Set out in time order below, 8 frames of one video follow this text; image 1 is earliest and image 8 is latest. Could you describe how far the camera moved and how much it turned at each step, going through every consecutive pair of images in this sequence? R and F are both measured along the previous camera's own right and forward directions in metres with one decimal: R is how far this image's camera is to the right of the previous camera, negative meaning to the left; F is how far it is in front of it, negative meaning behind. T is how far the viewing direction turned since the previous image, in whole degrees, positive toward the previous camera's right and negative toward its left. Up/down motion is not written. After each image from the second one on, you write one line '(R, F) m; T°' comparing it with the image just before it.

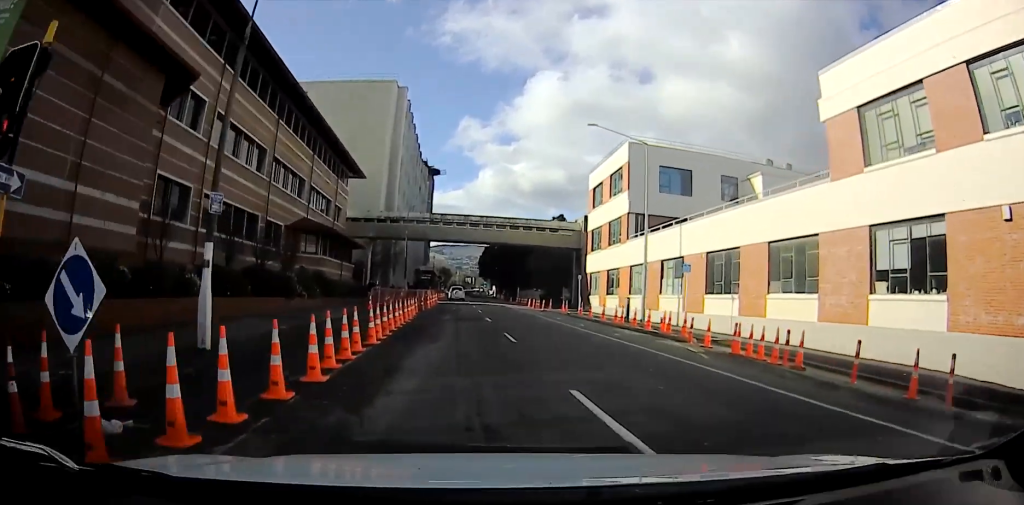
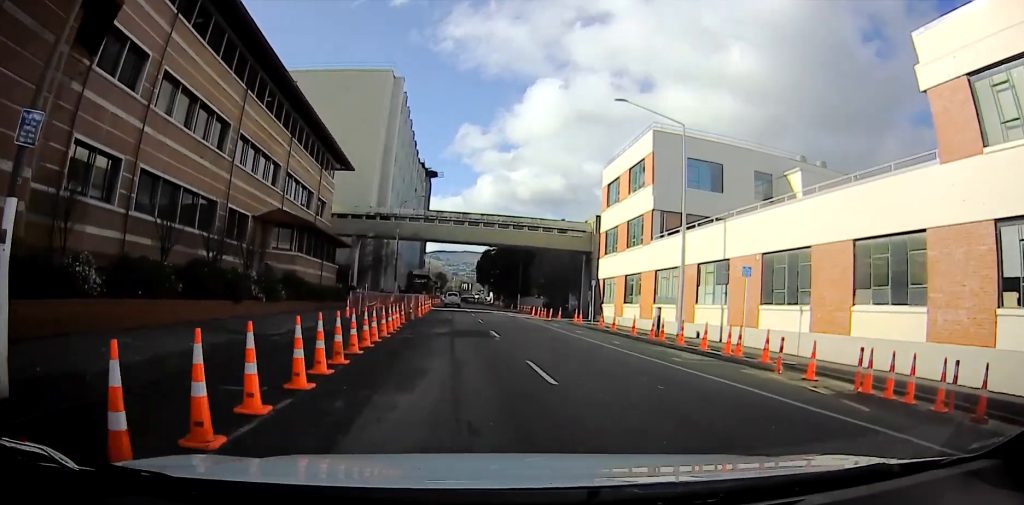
(0.0, +6.4) m; 0°
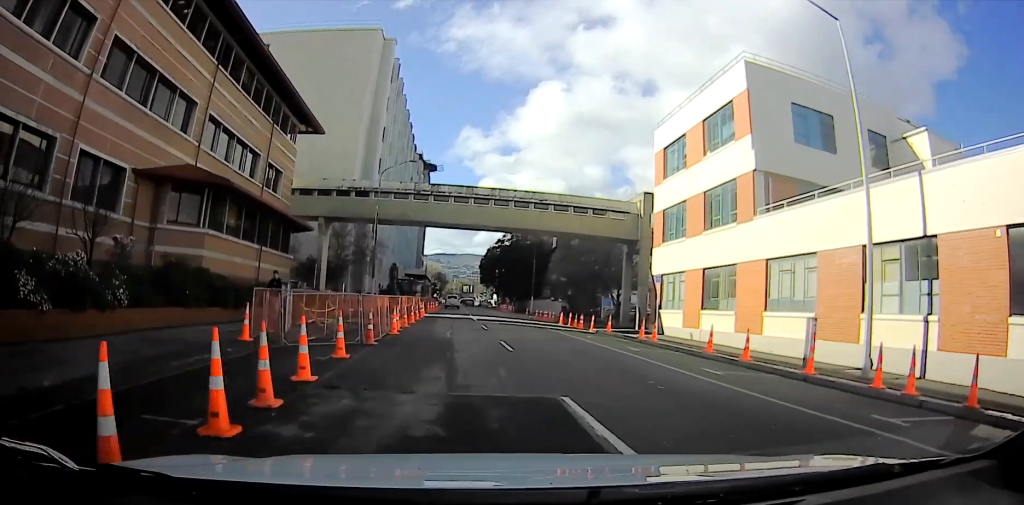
(-0.1, +15.7) m; 0°
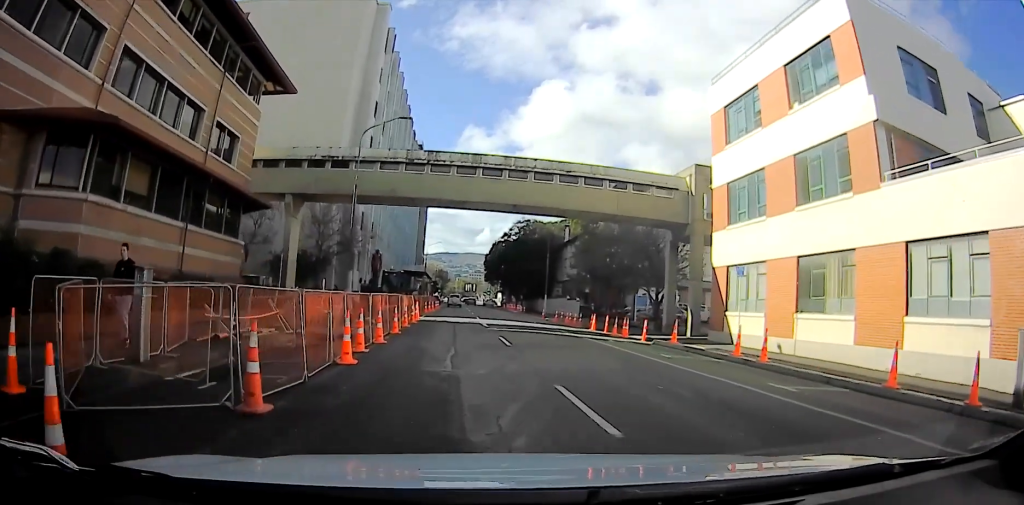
(0.0, +9.2) m; +1°
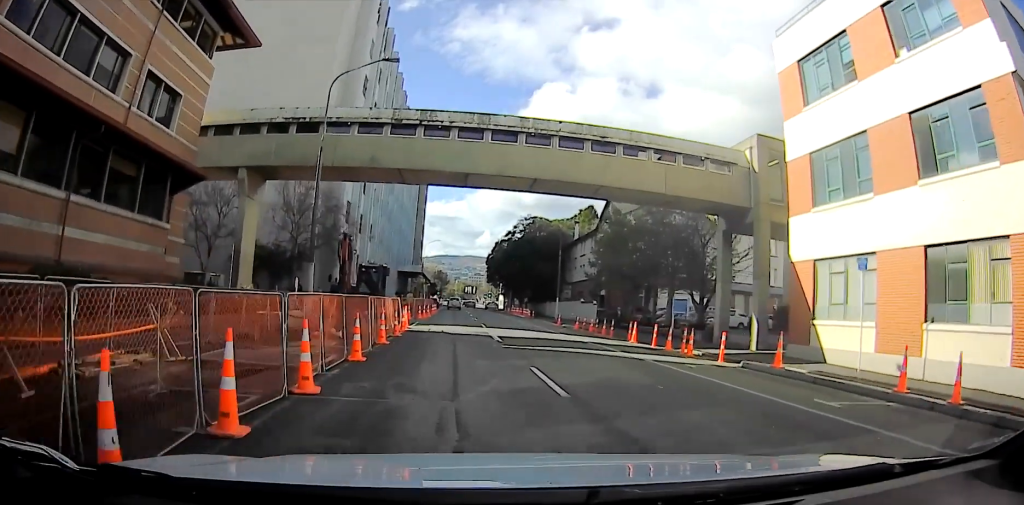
(+0.1, +6.9) m; 0°
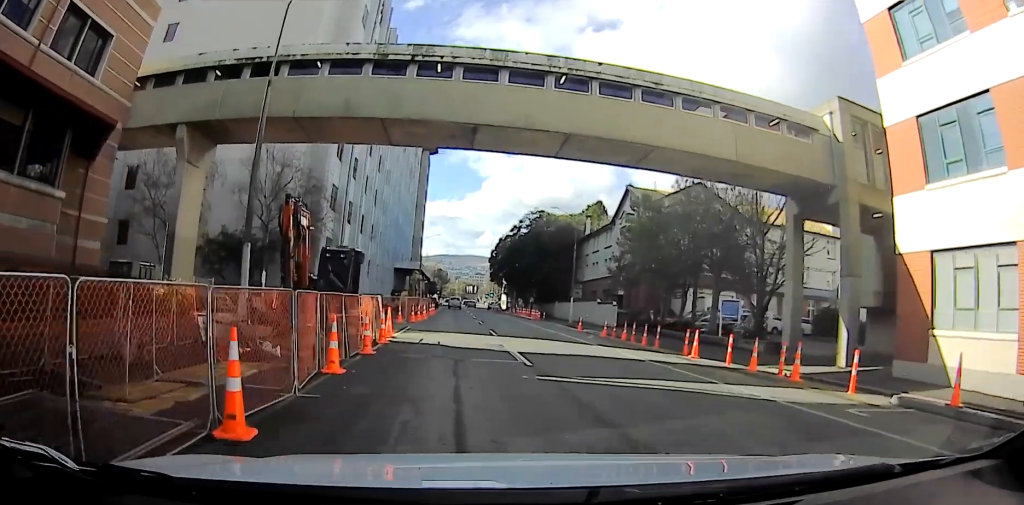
(+0.1, +5.7) m; -3°
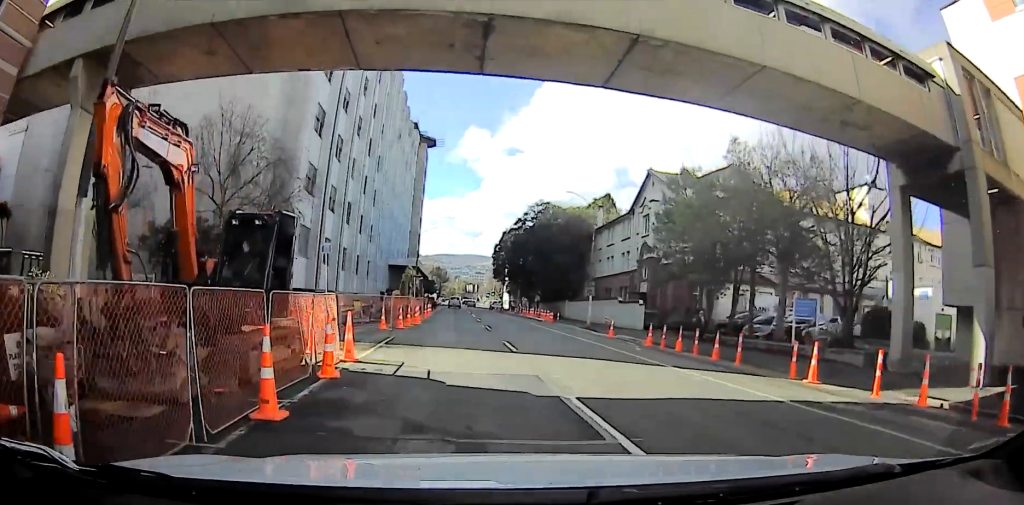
(-0.4, +6.2) m; 0°
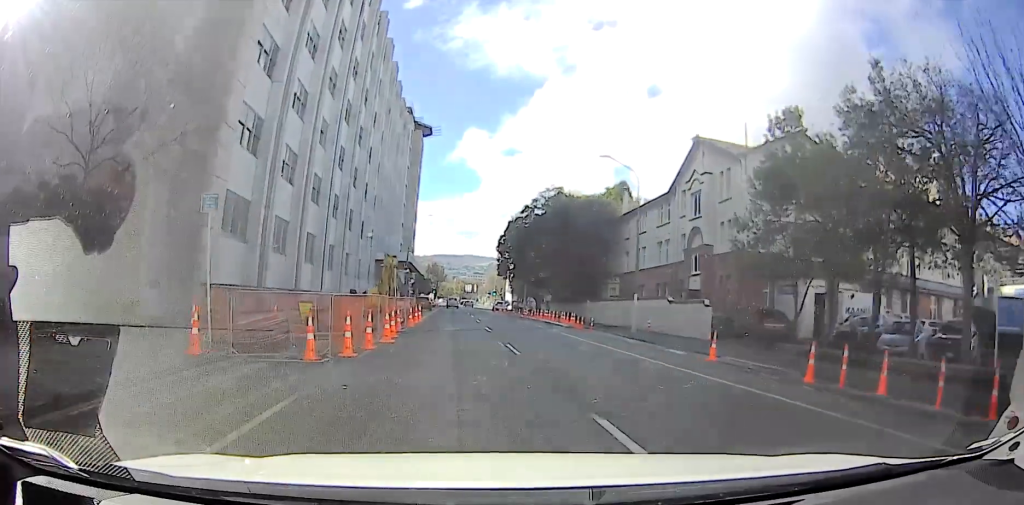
(+0.5, +10.8) m; +5°
